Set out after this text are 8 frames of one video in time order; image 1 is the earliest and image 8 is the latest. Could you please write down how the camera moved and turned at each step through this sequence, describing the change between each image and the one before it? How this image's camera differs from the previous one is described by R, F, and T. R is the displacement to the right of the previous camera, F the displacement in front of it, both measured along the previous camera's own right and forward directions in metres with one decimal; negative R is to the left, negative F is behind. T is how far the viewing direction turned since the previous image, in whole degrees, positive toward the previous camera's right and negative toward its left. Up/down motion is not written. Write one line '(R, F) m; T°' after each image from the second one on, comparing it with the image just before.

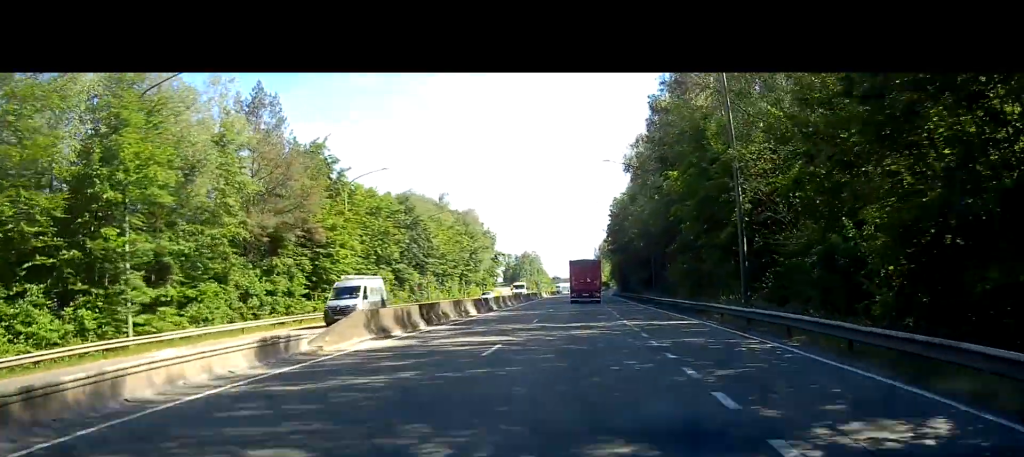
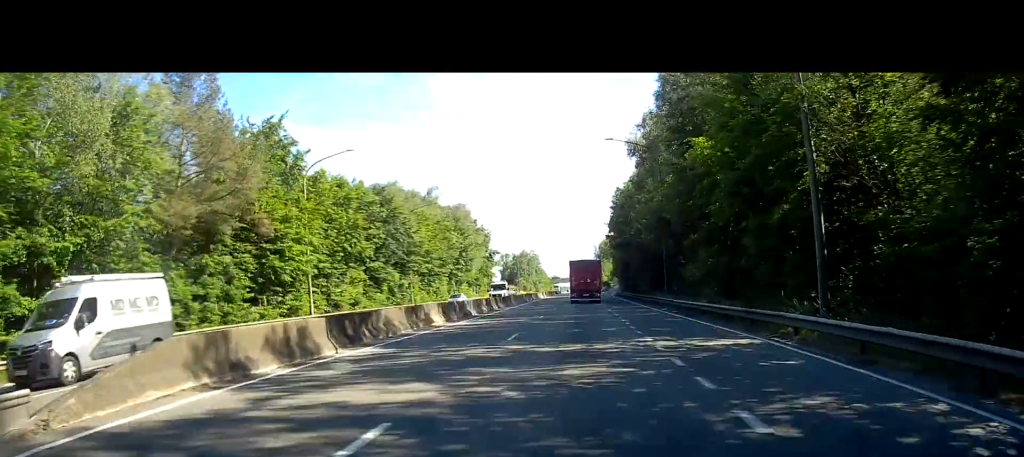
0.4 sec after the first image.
(0.0, +8.6) m; -1°
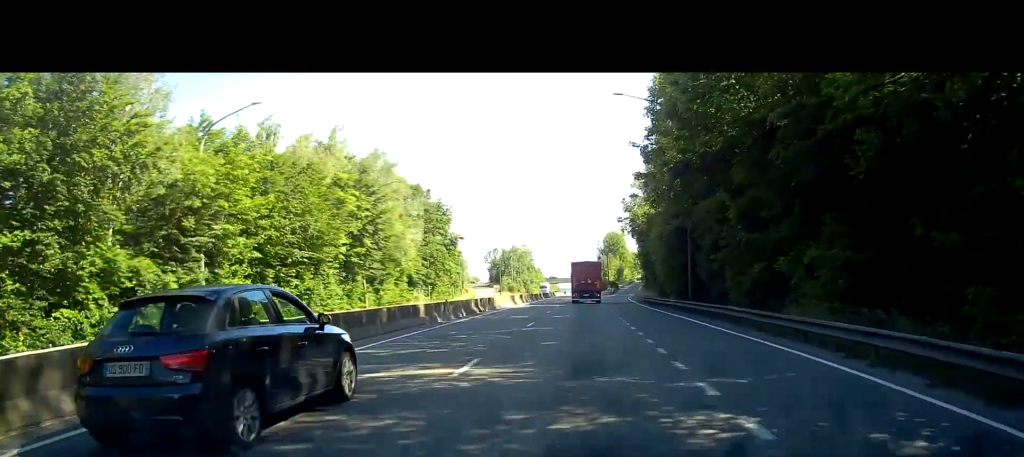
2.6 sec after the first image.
(-0.2, +44.5) m; +1°
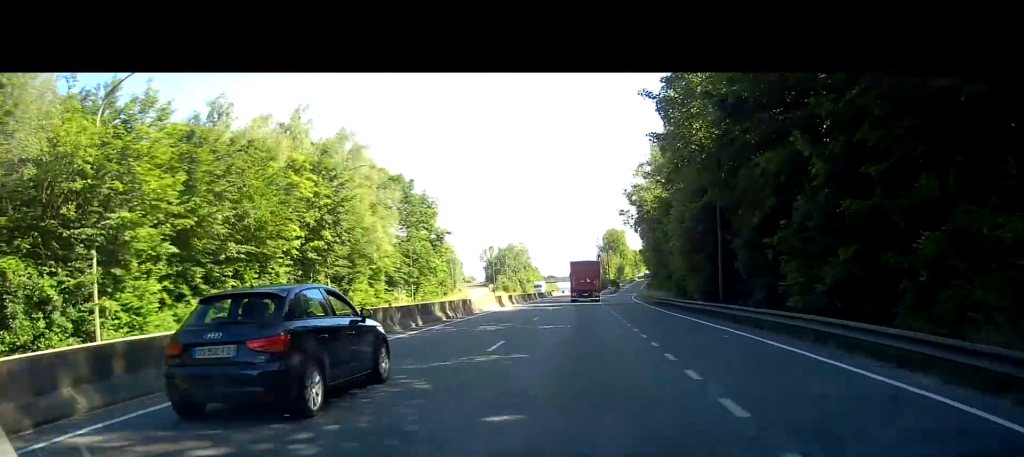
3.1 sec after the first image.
(0.0, +9.1) m; 0°
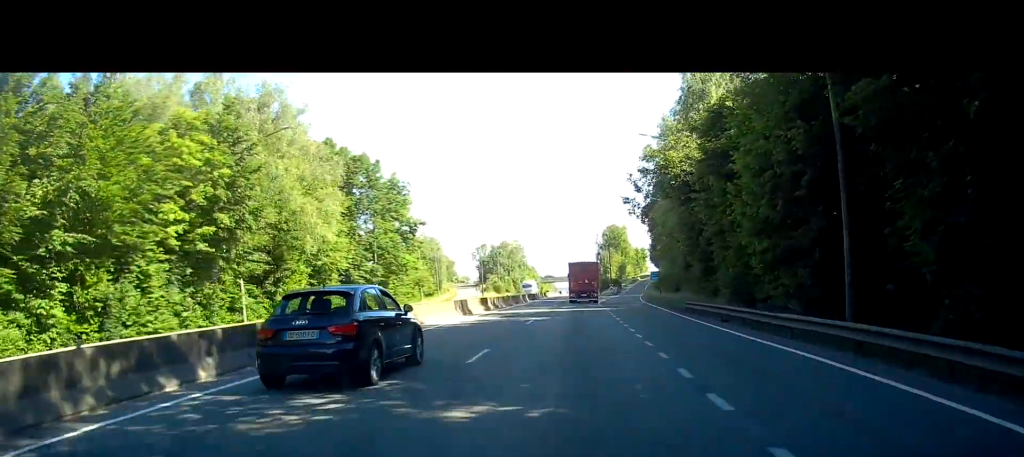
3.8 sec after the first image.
(+0.1, +14.7) m; 0°
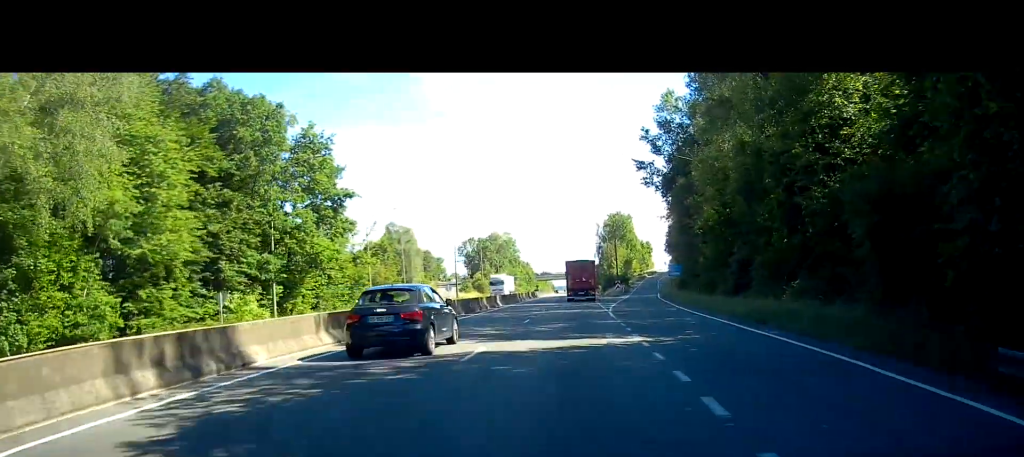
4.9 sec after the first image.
(+0.2, +25.1) m; +1°
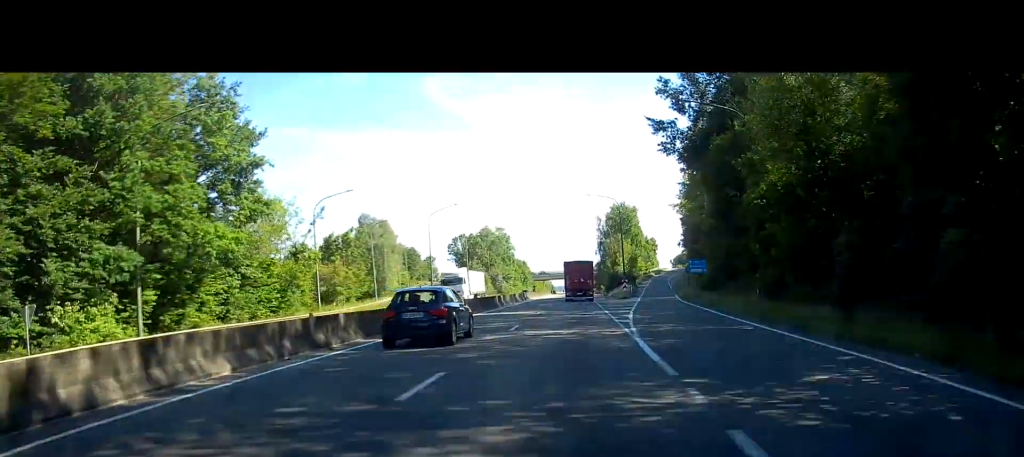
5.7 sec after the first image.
(+0.1, +16.7) m; 0°
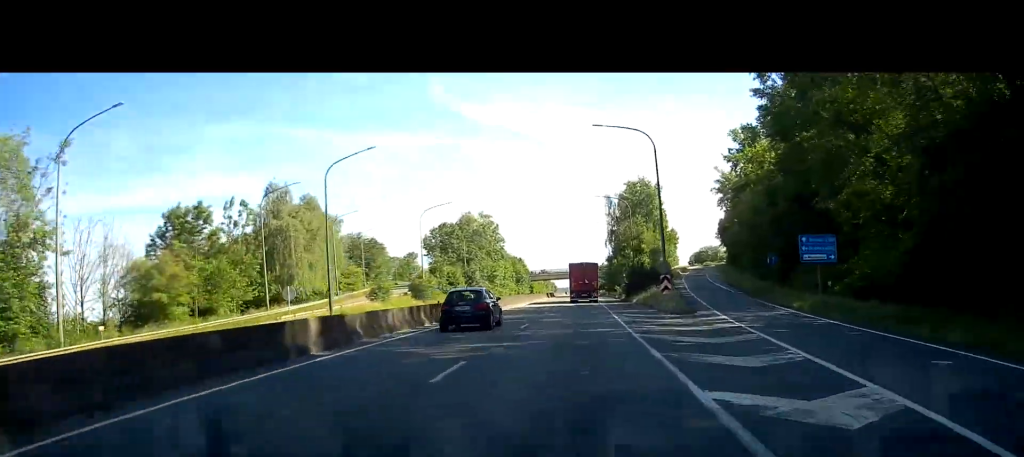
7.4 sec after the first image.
(-0.4, +36.9) m; -1°
